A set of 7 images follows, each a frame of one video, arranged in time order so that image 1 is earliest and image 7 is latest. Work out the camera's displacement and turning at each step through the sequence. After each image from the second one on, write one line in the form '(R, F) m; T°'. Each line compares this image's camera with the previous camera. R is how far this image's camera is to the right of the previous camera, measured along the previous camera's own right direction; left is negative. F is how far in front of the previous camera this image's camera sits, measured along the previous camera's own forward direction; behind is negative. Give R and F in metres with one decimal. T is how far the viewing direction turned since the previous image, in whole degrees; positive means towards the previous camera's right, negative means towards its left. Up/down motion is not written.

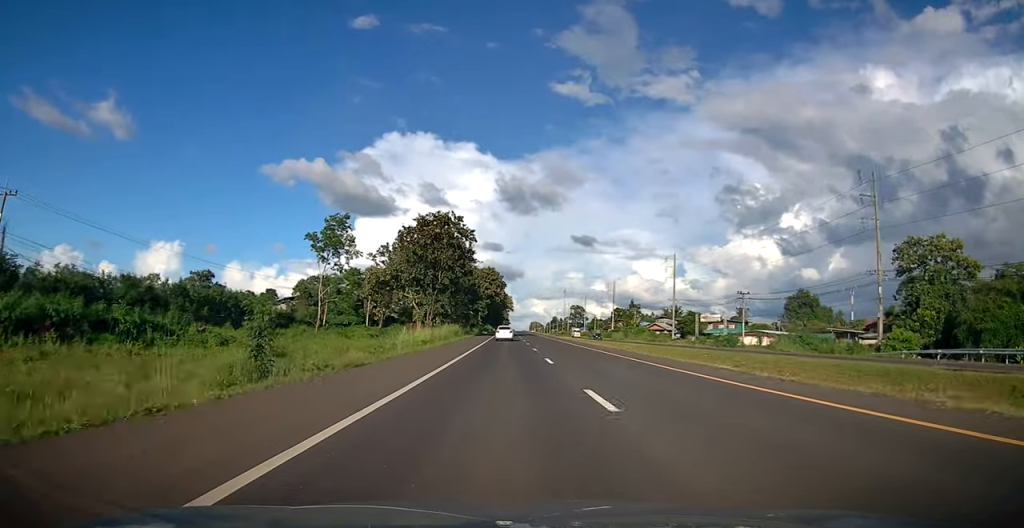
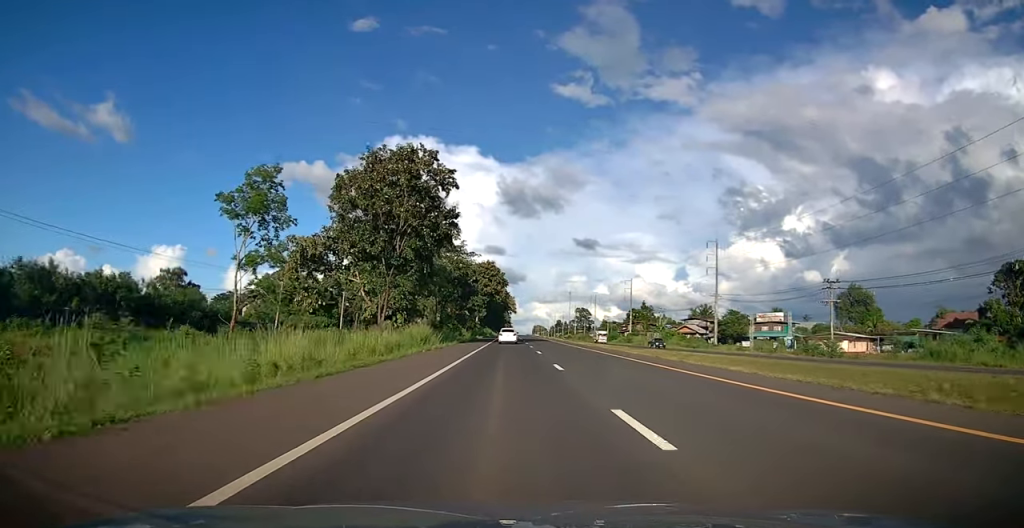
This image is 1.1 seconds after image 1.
(0.0, +26.9) m; 0°
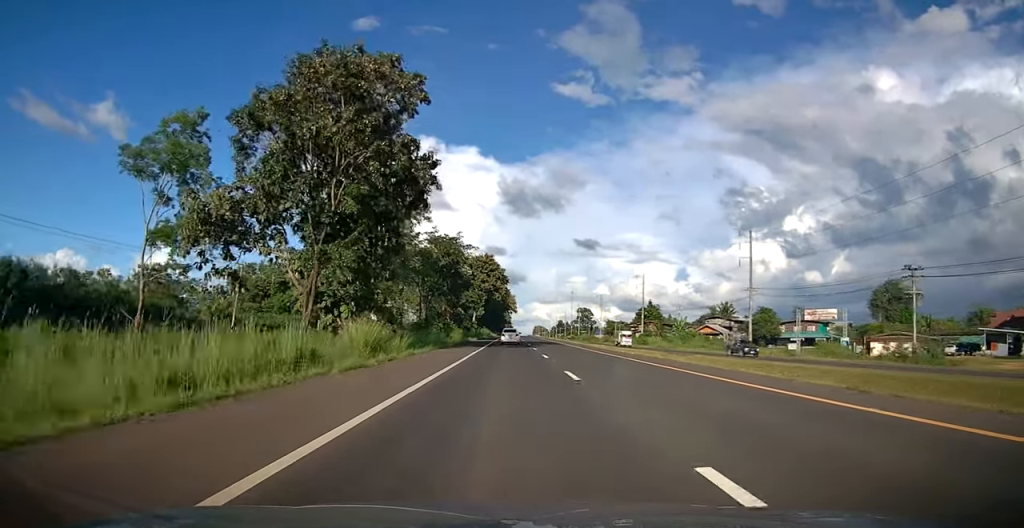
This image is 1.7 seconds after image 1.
(-0.2, +16.0) m; 0°
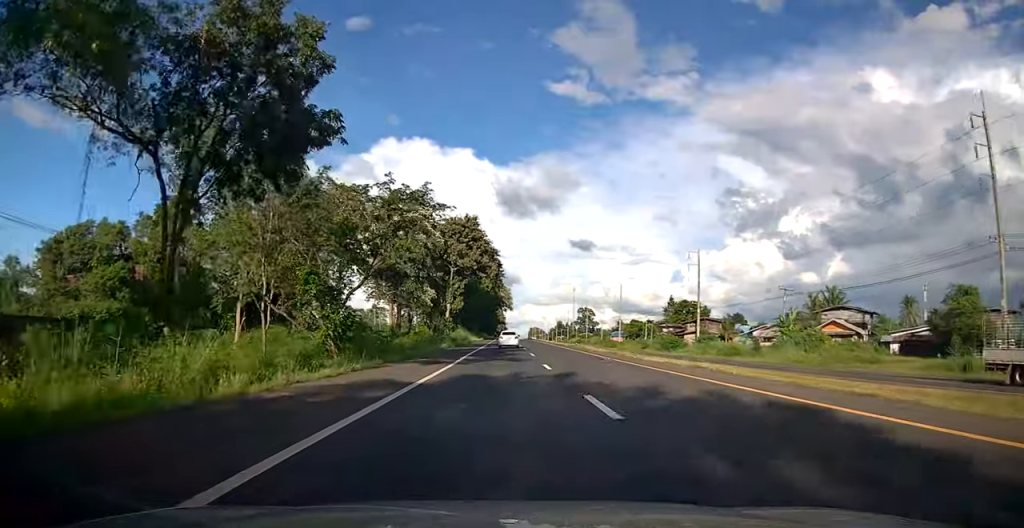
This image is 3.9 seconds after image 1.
(+0.1, +54.7) m; 0°
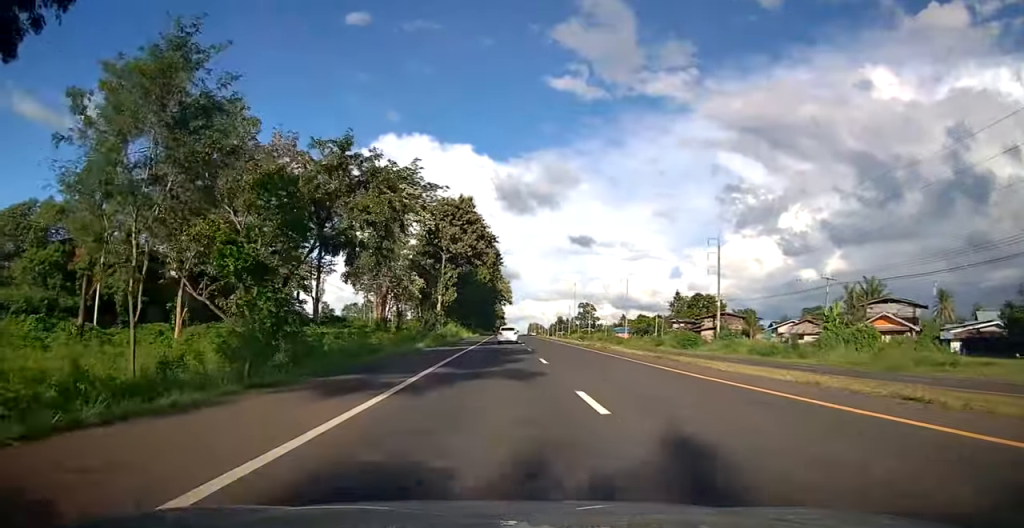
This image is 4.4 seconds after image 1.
(0.0, +11.7) m; 0°
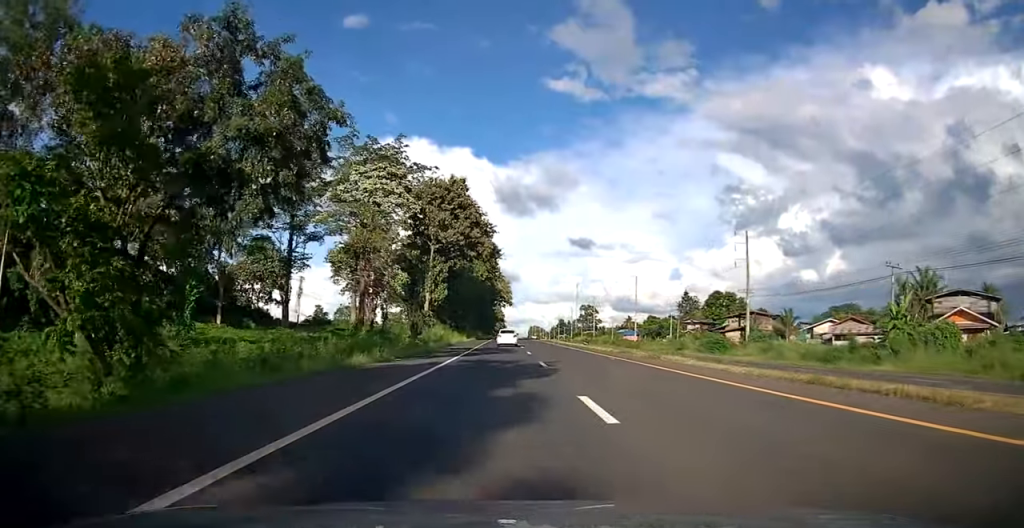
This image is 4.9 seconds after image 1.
(+0.1, +13.2) m; 0°
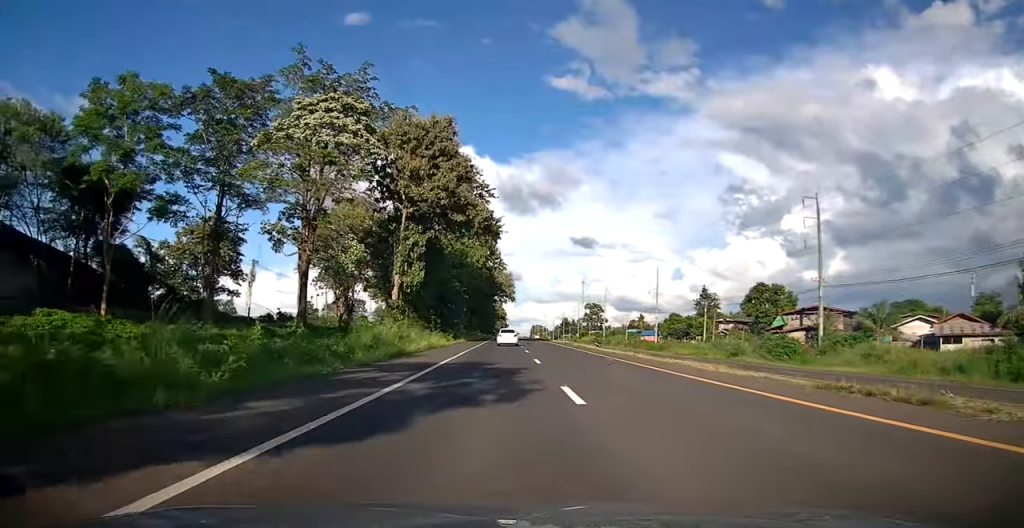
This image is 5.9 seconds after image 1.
(0.0, +22.1) m; 0°
